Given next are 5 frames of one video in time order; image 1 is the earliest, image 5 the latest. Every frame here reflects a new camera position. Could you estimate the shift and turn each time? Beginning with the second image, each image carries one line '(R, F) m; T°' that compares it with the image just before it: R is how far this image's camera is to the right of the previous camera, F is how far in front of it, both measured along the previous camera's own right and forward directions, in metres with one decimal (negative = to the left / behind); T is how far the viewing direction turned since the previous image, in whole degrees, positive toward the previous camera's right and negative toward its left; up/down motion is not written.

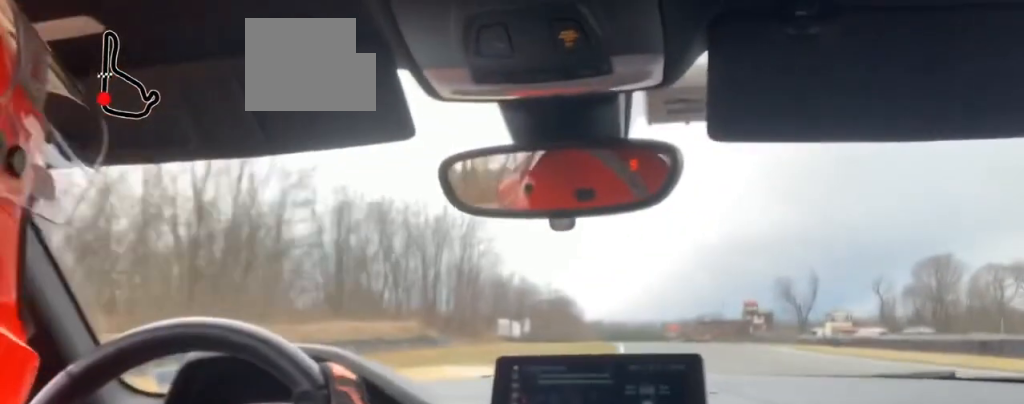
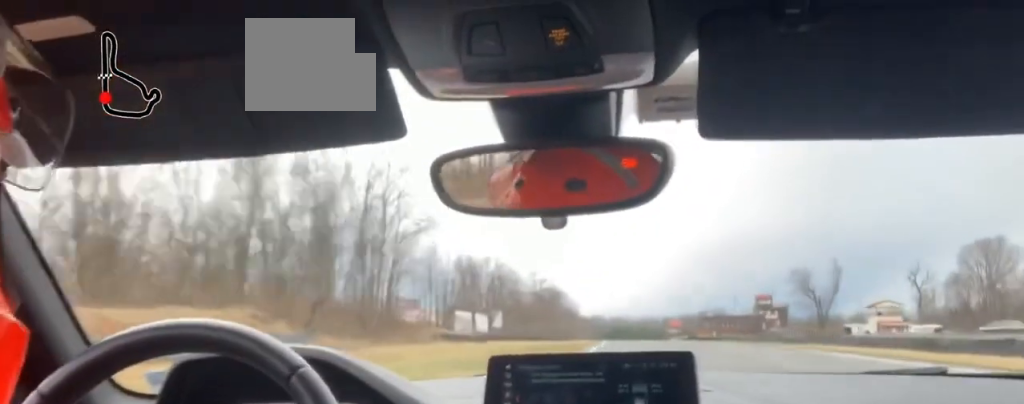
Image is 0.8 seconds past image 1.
(+0.8, +32.4) m; +1°
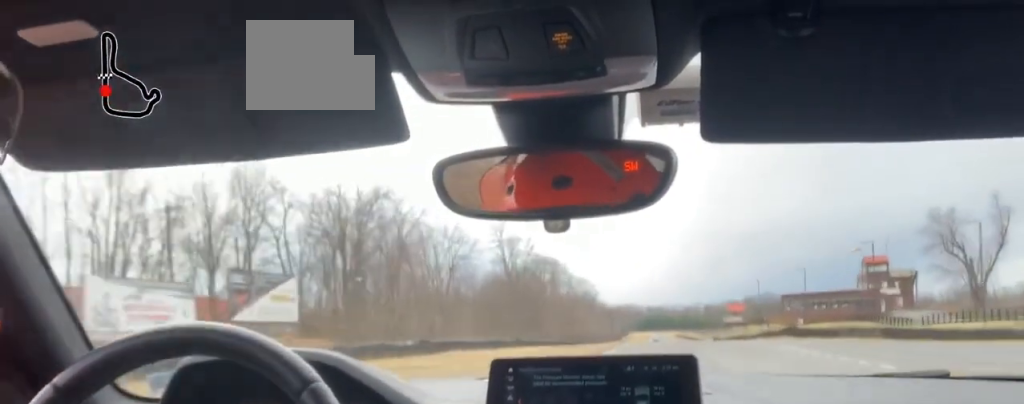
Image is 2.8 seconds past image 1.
(-1.4, +93.3) m; -4°
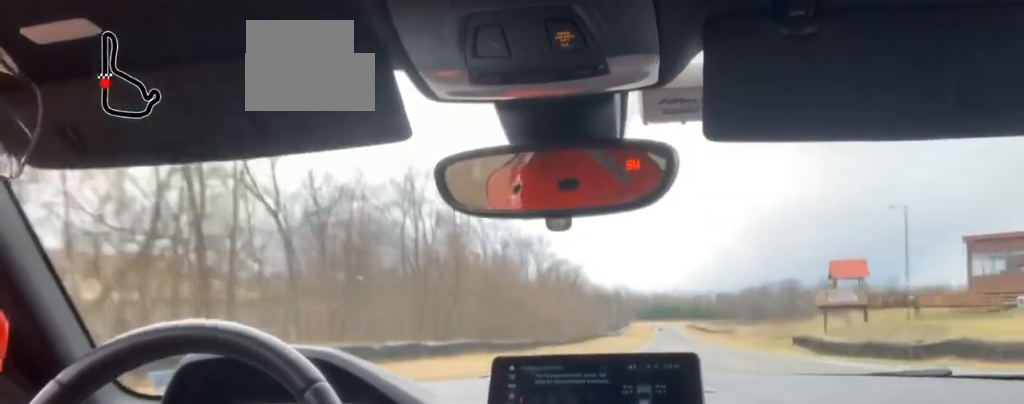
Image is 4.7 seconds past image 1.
(-0.8, +94.9) m; +4°
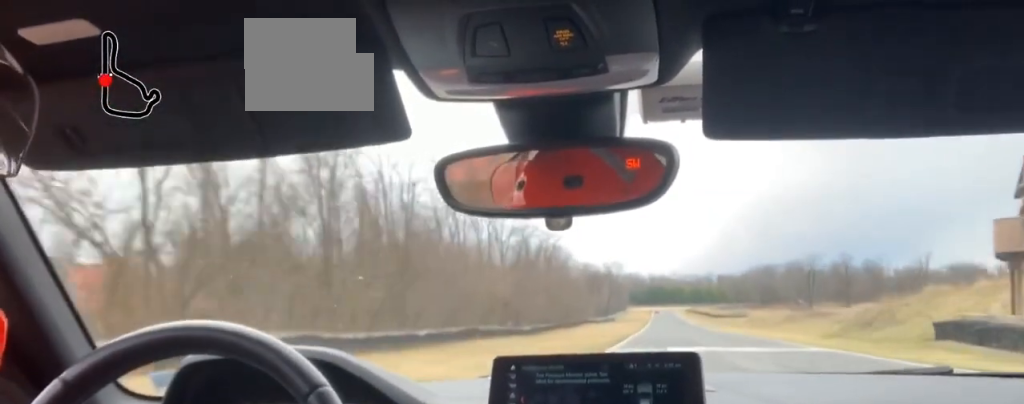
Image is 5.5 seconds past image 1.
(+2.7, +42.4) m; +1°
